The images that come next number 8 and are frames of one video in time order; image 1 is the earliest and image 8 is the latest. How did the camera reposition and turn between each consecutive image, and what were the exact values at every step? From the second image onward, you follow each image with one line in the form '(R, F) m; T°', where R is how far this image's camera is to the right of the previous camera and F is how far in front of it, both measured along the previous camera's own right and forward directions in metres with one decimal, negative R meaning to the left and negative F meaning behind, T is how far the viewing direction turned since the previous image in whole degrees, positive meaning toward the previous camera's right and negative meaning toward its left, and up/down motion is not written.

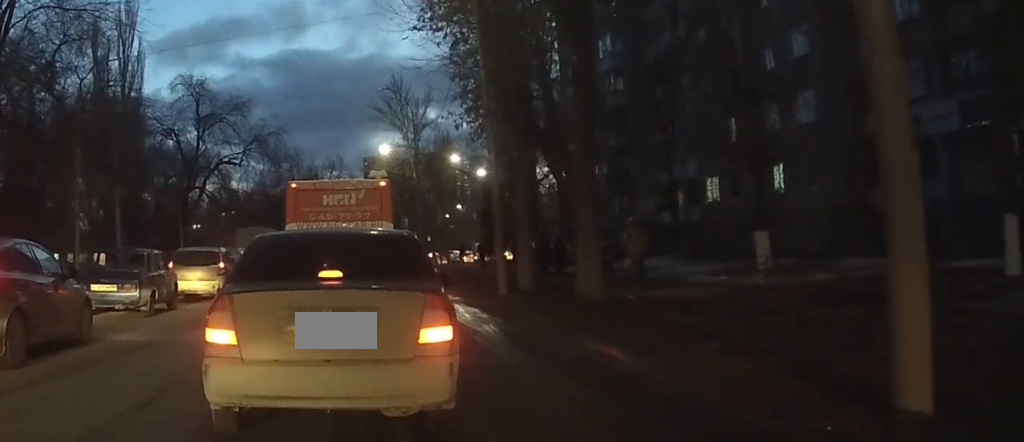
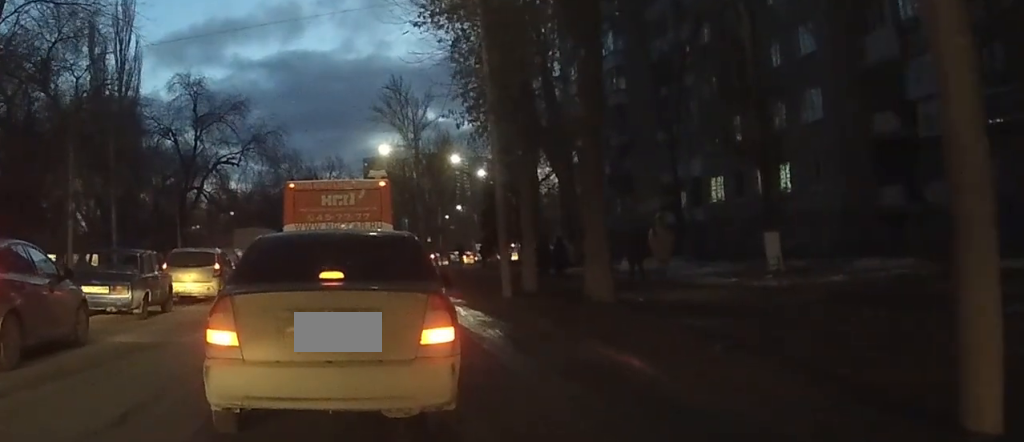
(-0.1, +0.7) m; 0°
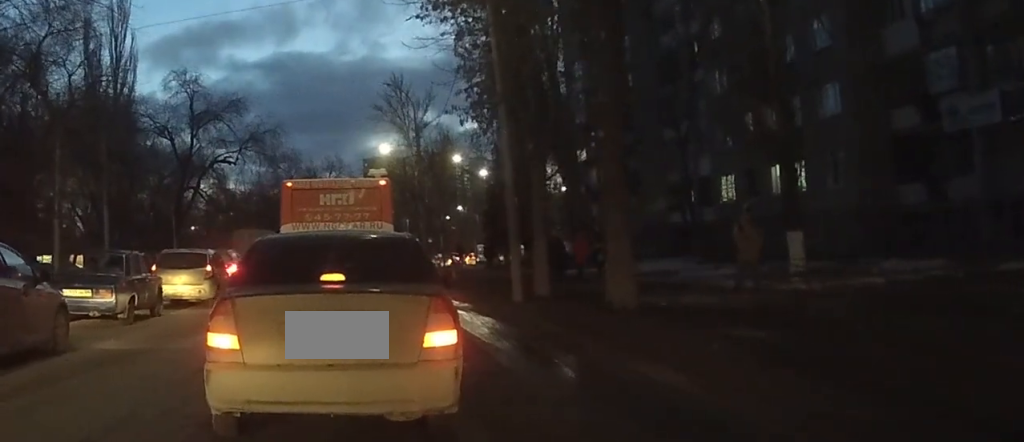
(-0.2, +1.6) m; 0°
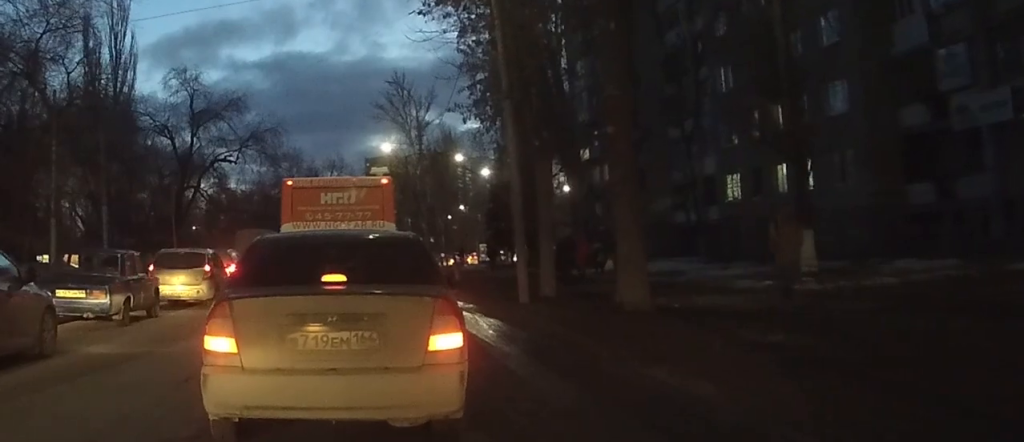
(+0.3, +0.4) m; 0°
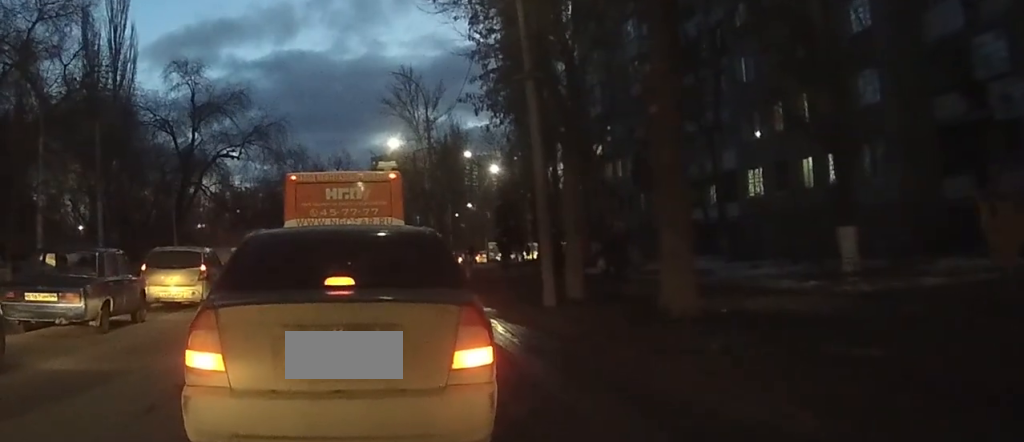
(-0.1, +1.4) m; 0°
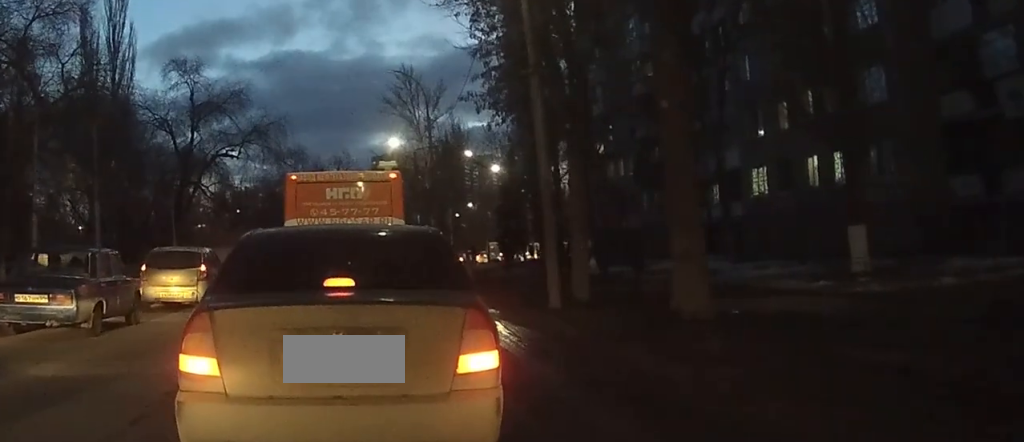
(-0.1, +0.4) m; 0°
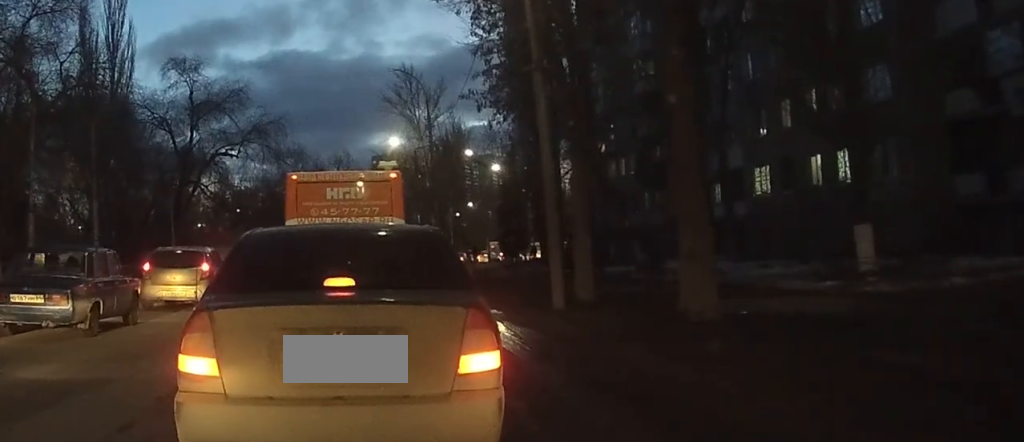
(-0.2, +0.2) m; 0°
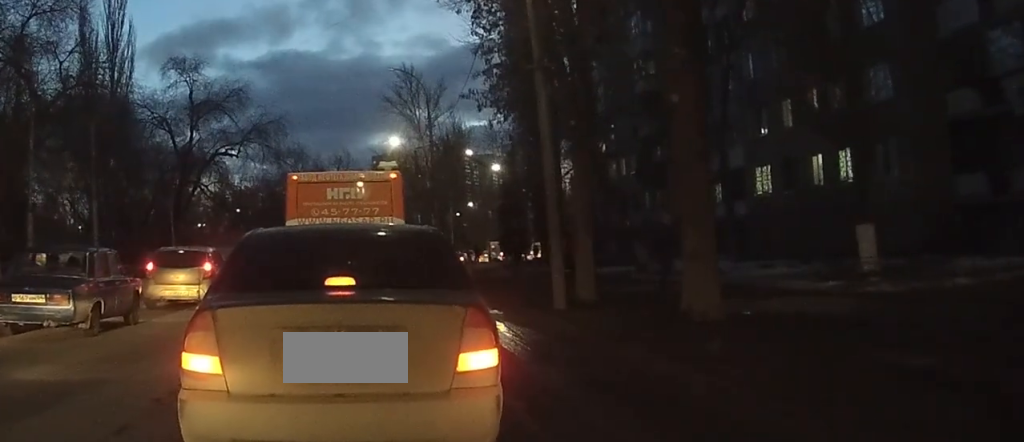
(-0.2, +0.1) m; 0°
